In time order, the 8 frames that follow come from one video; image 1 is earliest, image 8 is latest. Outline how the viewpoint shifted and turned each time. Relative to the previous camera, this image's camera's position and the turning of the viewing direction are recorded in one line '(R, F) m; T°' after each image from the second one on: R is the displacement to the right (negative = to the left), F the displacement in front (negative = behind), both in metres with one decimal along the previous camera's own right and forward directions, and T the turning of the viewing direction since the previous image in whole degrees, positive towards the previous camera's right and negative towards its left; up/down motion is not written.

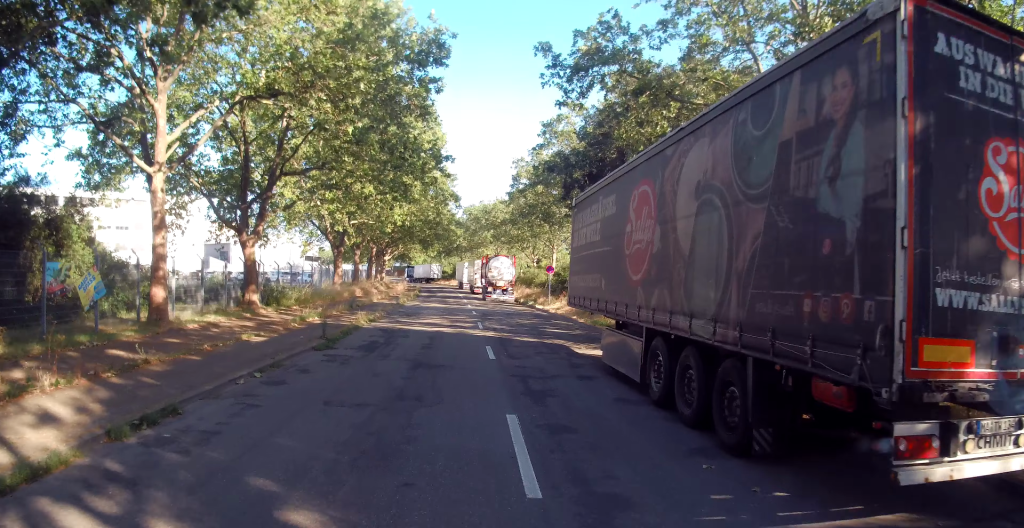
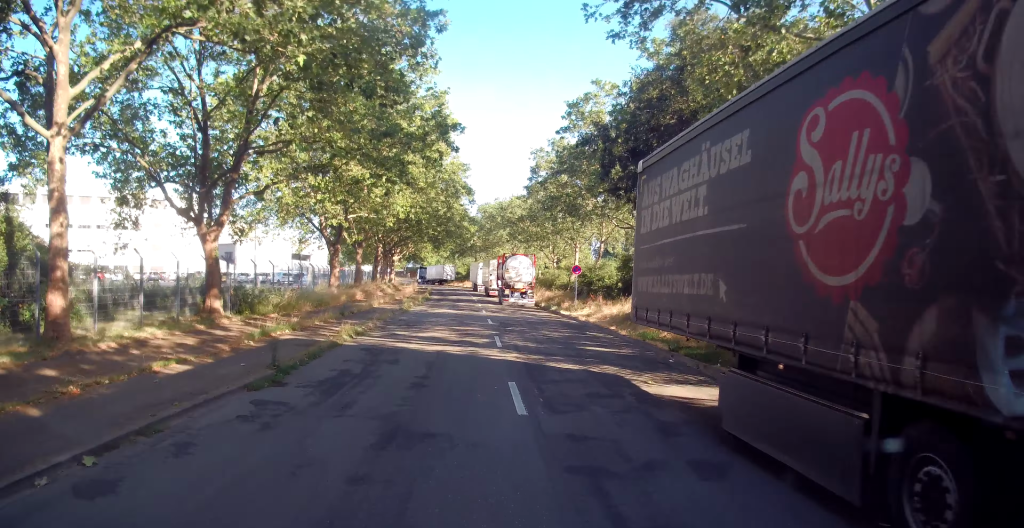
(-0.1, +5.8) m; -1°
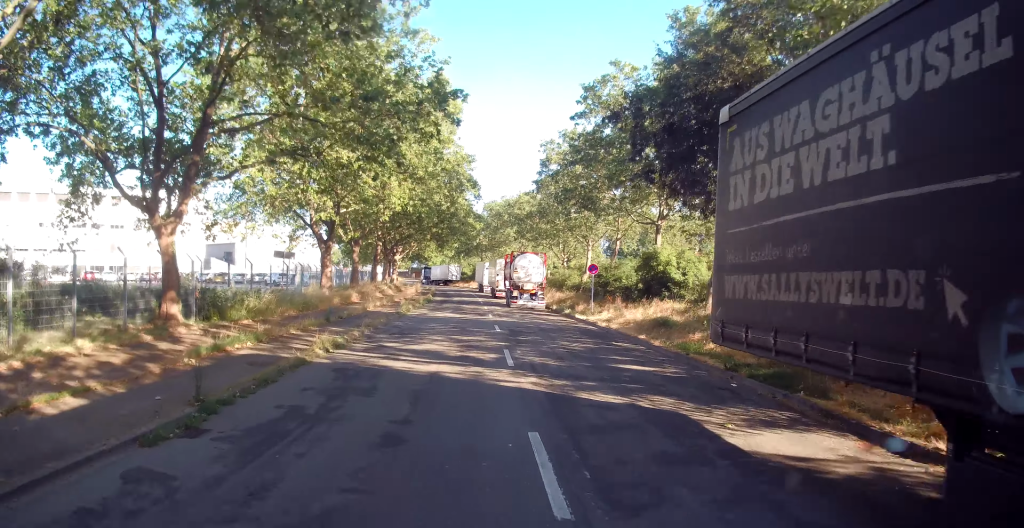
(0.0, +3.5) m; 0°
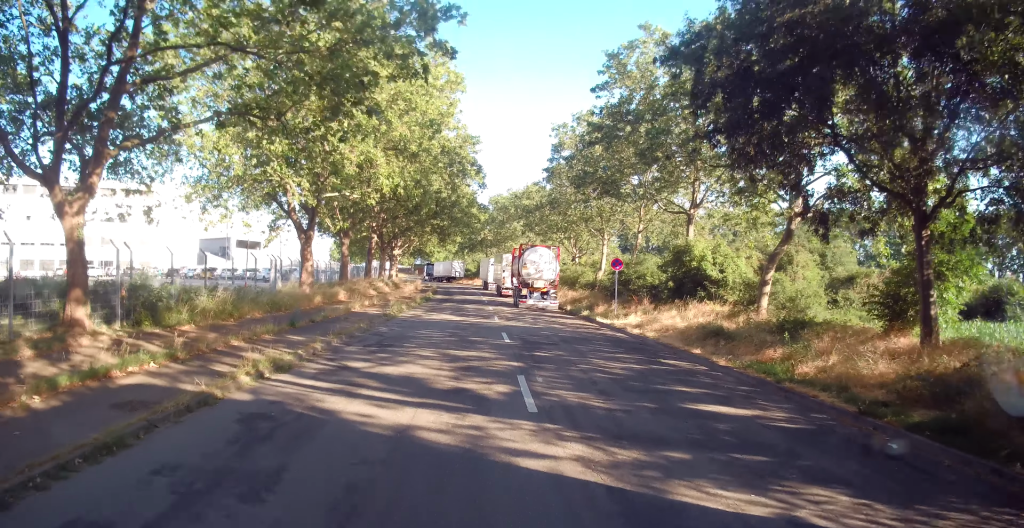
(0.0, +5.1) m; +2°
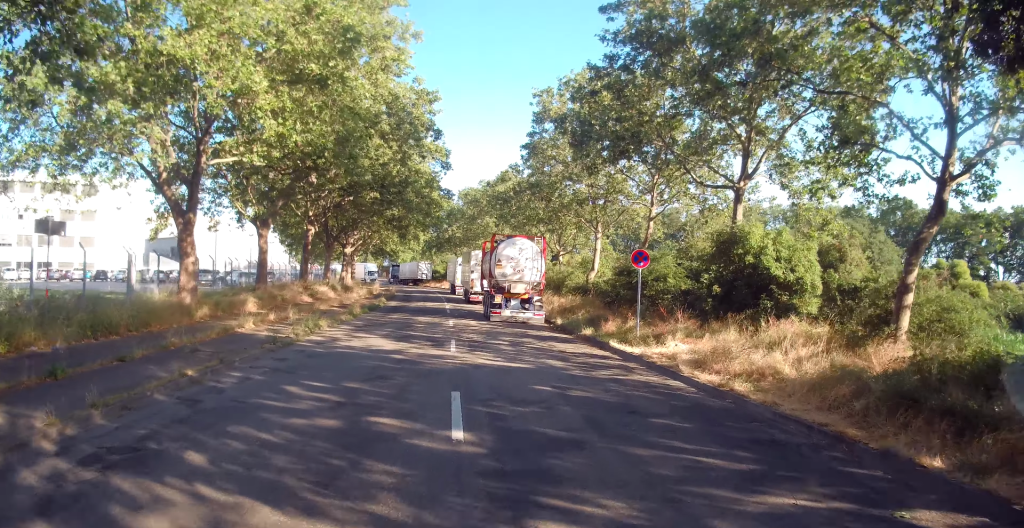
(+0.3, +11.4) m; +1°
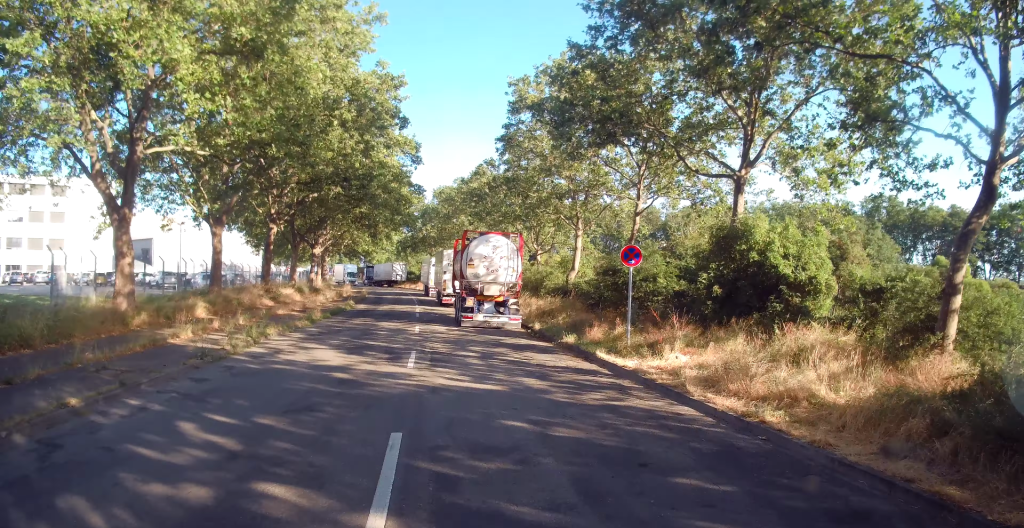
(-0.2, +3.2) m; +1°
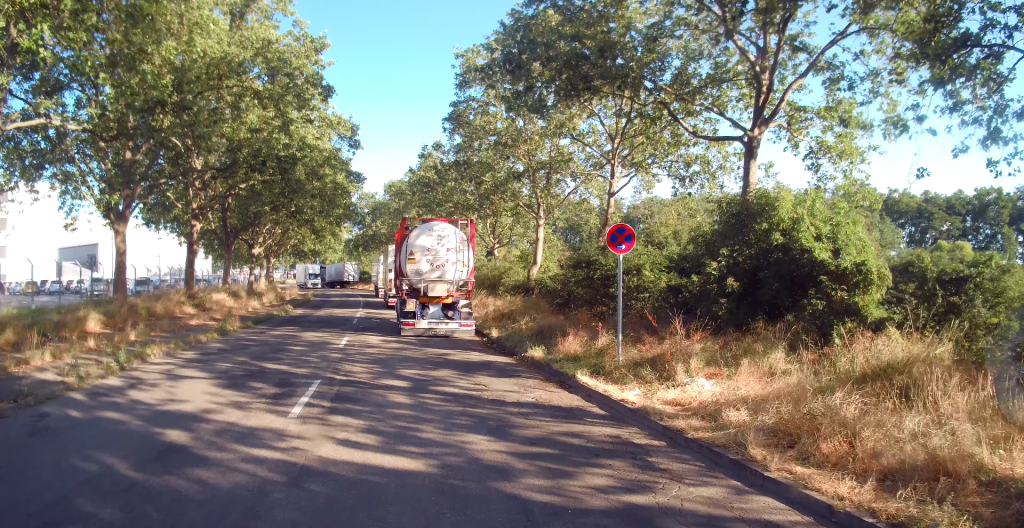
(+0.3, +5.6) m; +4°
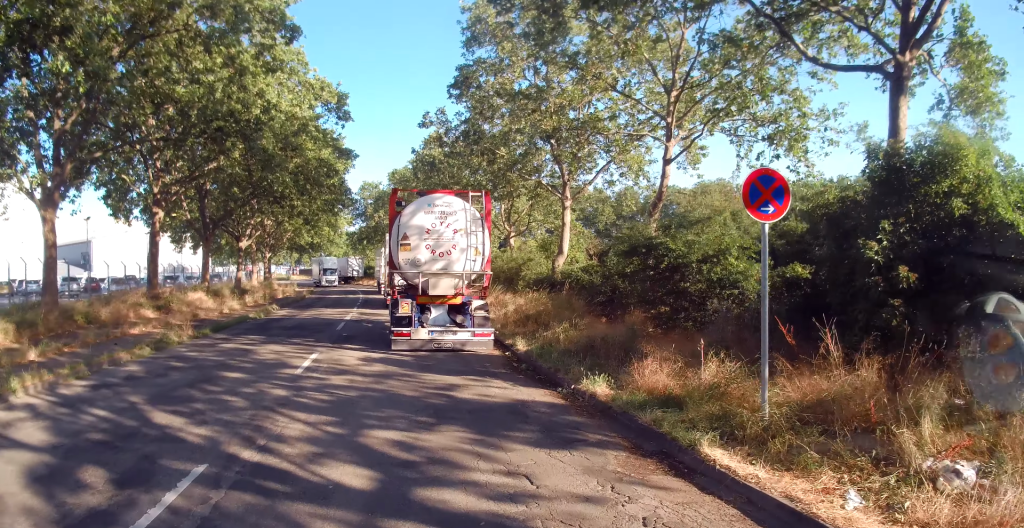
(+0.1, +7.0) m; 0°
